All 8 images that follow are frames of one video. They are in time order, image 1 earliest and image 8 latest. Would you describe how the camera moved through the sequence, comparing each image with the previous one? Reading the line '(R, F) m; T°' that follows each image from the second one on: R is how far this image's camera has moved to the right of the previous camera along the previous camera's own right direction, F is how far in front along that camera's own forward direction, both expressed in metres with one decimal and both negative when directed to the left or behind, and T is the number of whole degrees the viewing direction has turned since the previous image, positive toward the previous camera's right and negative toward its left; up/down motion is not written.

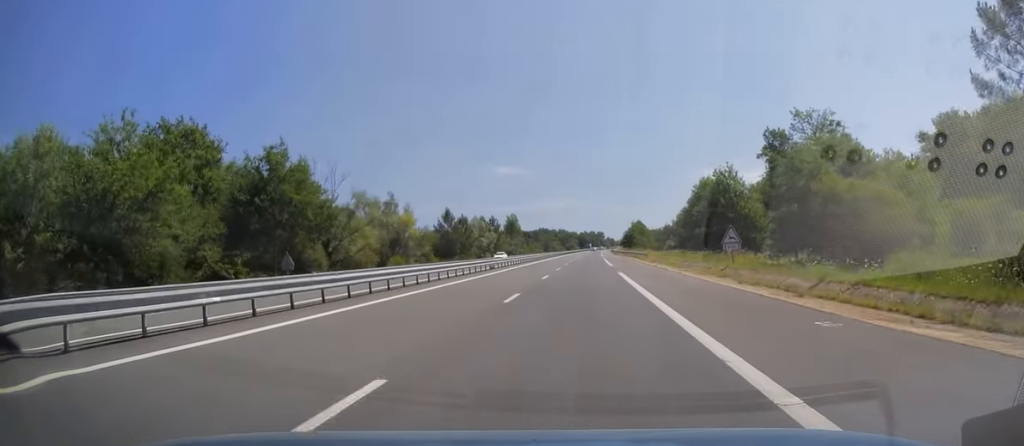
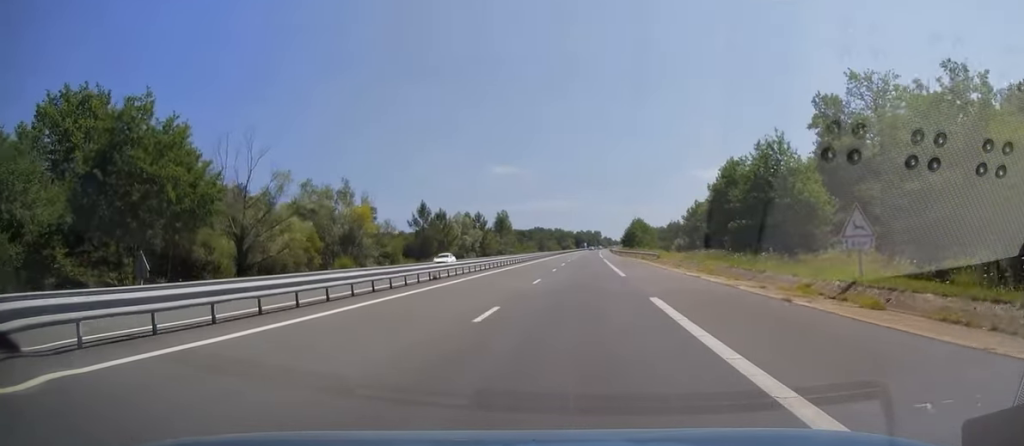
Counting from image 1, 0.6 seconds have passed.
(0.0, +17.7) m; 0°
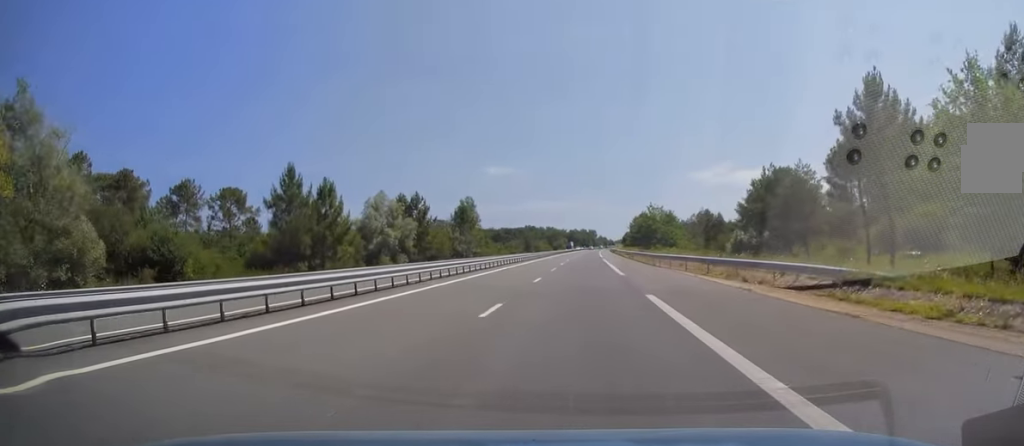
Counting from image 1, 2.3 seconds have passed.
(+0.4, +51.5) m; +1°
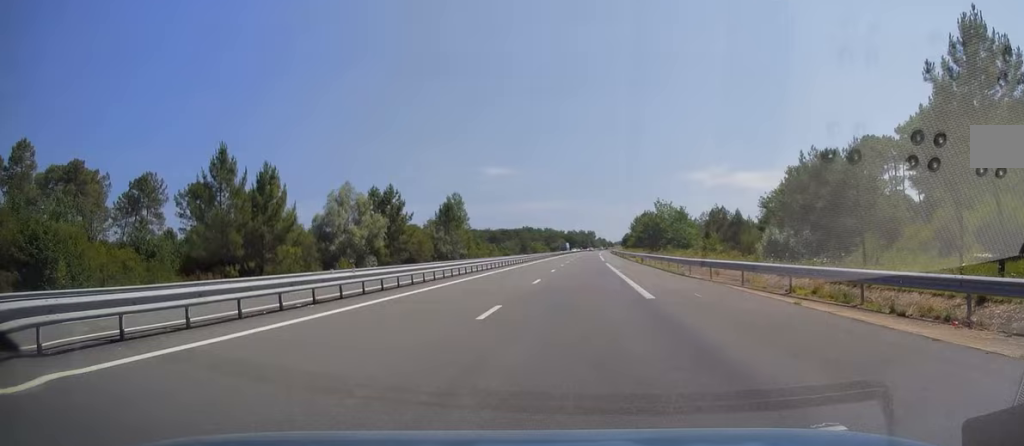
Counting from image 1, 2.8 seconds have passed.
(+0.2, +13.2) m; 0°
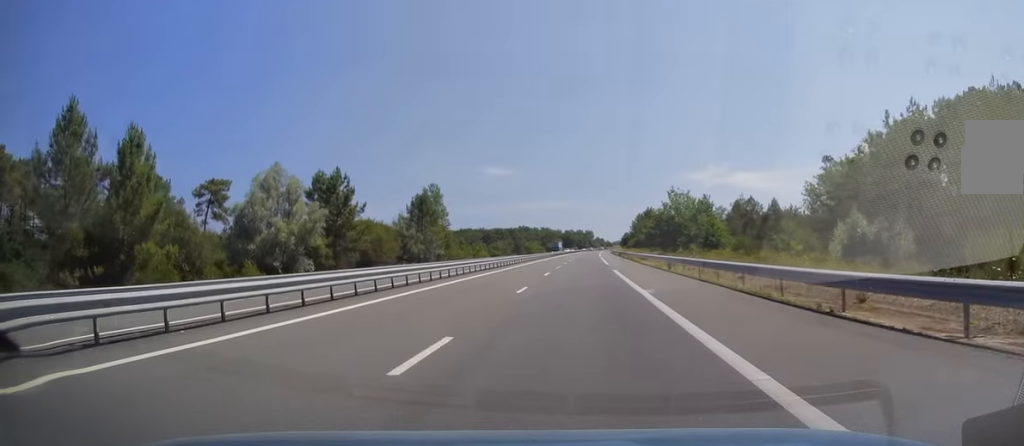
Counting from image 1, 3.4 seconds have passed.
(-0.1, +18.6) m; 0°
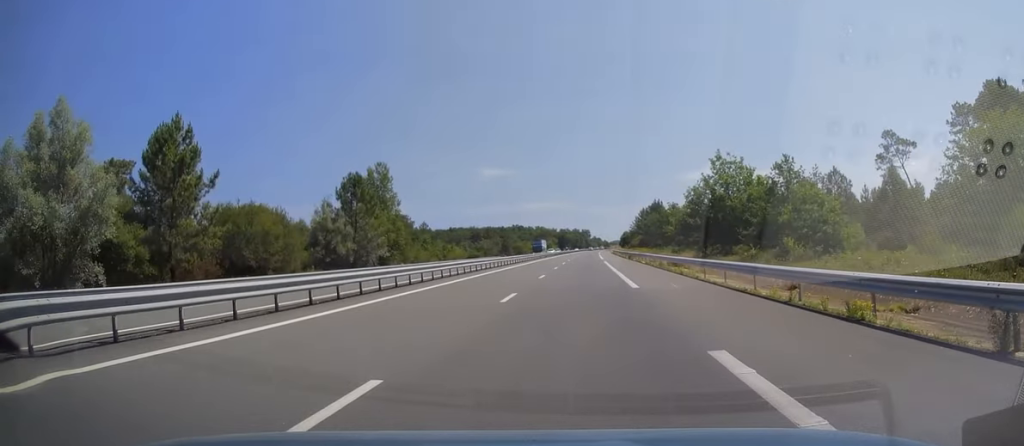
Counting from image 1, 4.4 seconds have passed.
(-0.1, +29.4) m; 0°
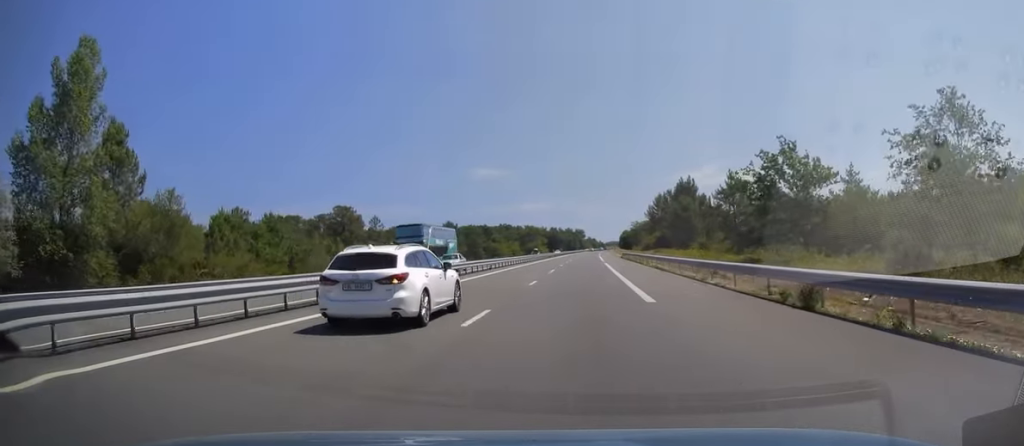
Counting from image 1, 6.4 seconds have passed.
(+0.5, +57.3) m; 0°
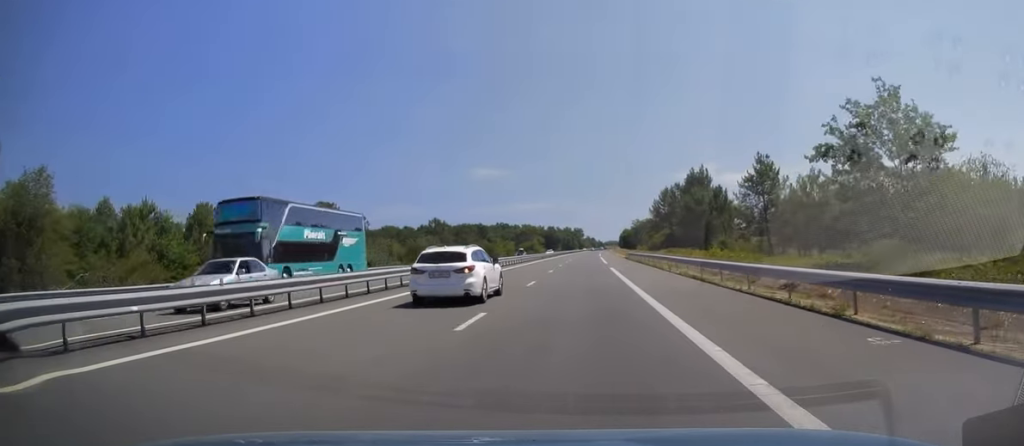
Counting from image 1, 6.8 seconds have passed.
(0.0, +13.7) m; 0°
